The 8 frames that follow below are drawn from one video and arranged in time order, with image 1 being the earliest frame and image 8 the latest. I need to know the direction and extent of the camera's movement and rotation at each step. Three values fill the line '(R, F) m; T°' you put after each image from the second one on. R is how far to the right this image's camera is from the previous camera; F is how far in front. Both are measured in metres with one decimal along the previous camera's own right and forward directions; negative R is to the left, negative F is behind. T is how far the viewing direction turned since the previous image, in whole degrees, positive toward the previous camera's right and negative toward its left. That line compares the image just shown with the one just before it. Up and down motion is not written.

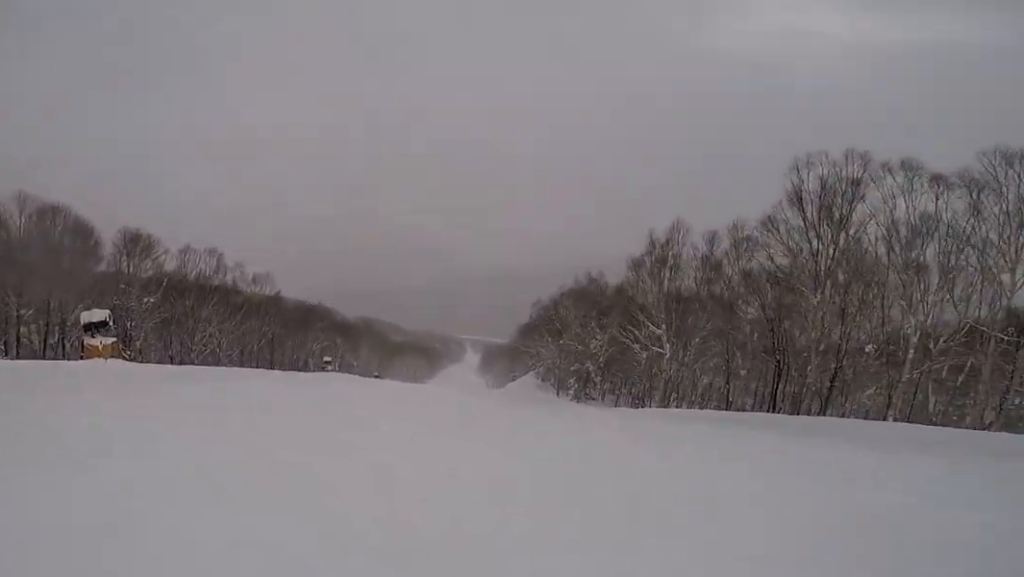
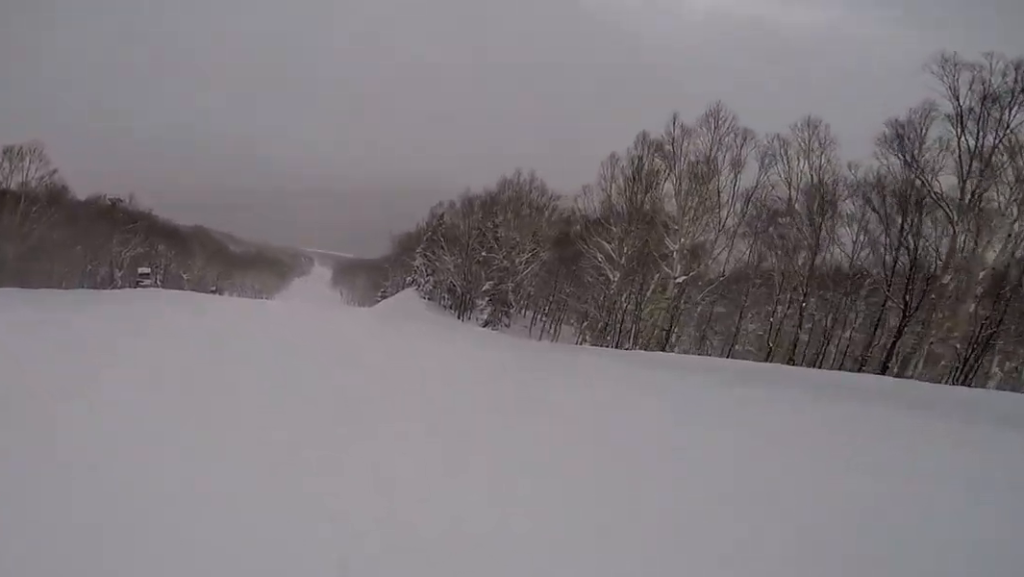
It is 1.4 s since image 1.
(+2.0, +14.4) m; +16°
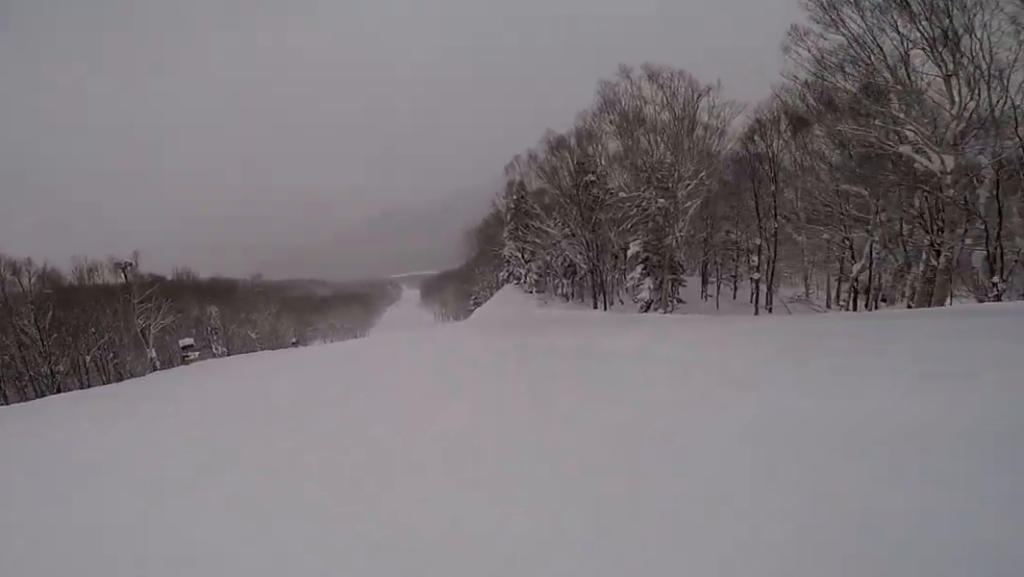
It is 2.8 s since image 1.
(+1.3, +14.5) m; +2°
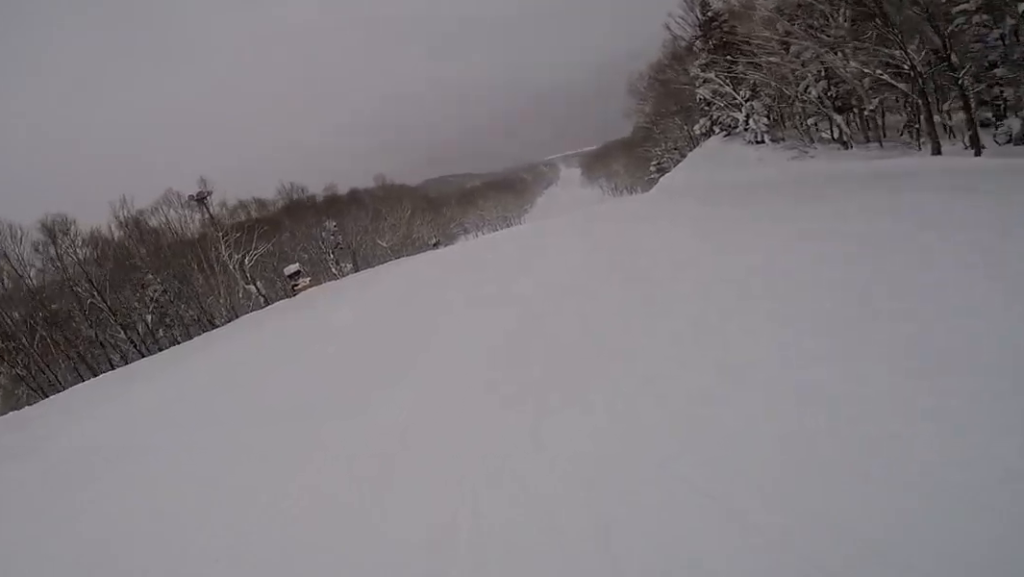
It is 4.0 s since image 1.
(-1.5, +11.5) m; -19°
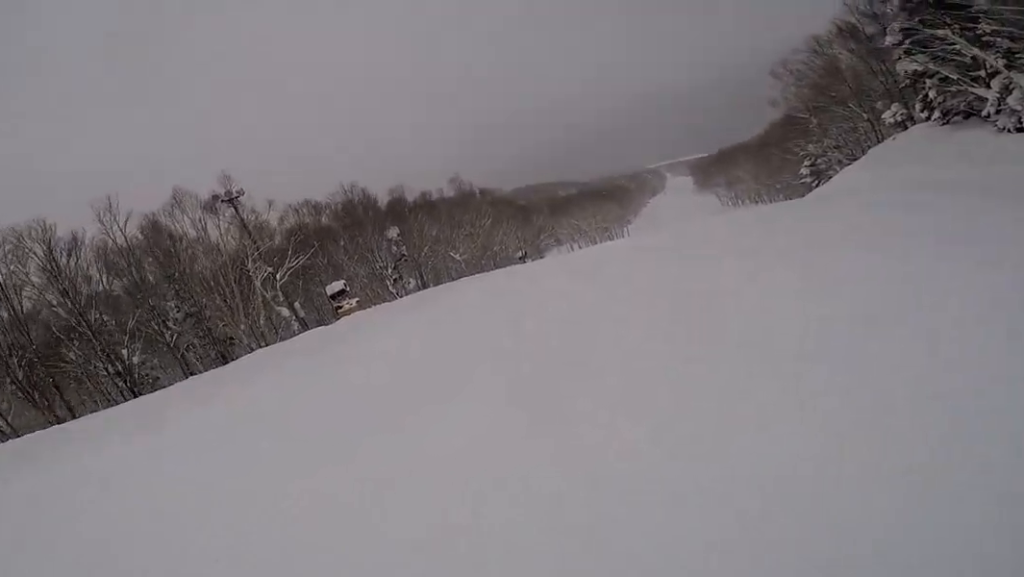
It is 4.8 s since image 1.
(-2.0, +8.5) m; -6°
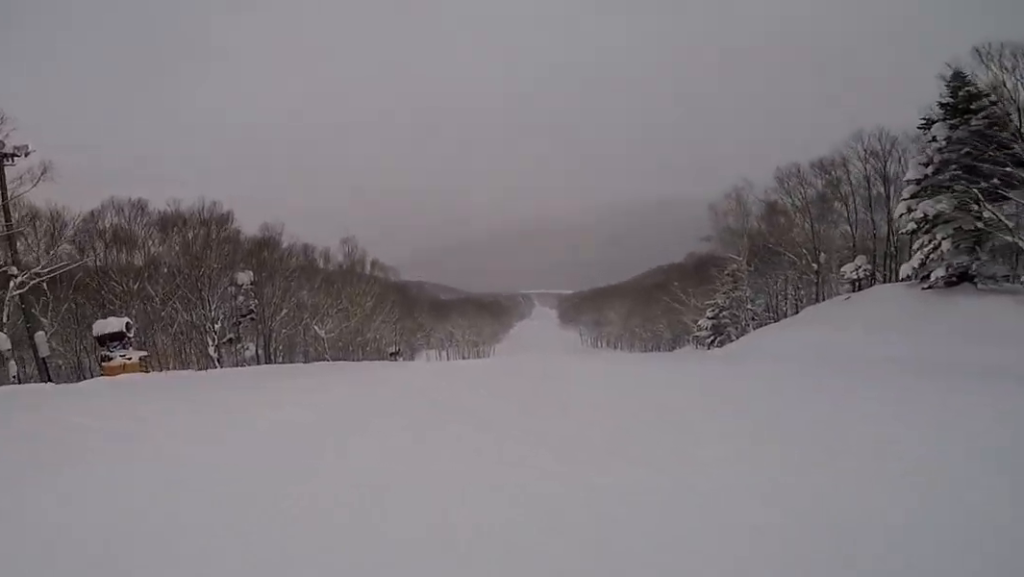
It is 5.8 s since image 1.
(+1.2, +10.4) m; +7°
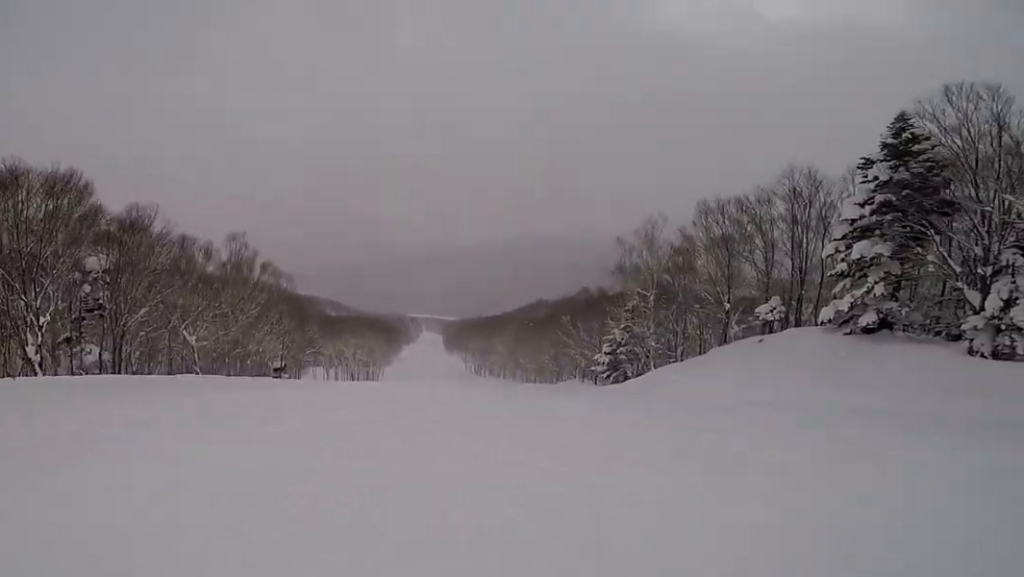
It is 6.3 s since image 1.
(+0.1, +5.0) m; +4°
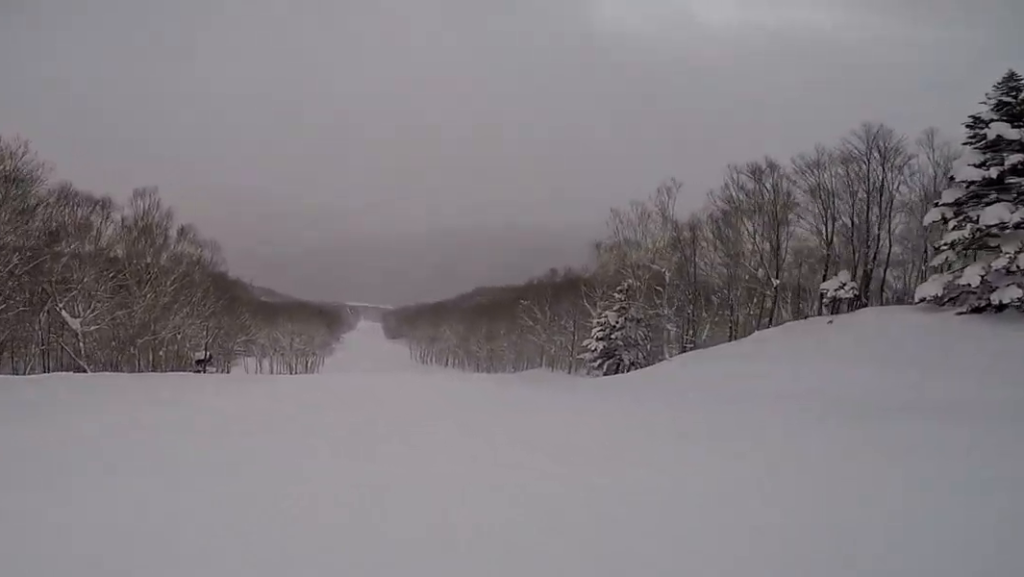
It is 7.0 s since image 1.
(+0.2, +8.7) m; +6°
